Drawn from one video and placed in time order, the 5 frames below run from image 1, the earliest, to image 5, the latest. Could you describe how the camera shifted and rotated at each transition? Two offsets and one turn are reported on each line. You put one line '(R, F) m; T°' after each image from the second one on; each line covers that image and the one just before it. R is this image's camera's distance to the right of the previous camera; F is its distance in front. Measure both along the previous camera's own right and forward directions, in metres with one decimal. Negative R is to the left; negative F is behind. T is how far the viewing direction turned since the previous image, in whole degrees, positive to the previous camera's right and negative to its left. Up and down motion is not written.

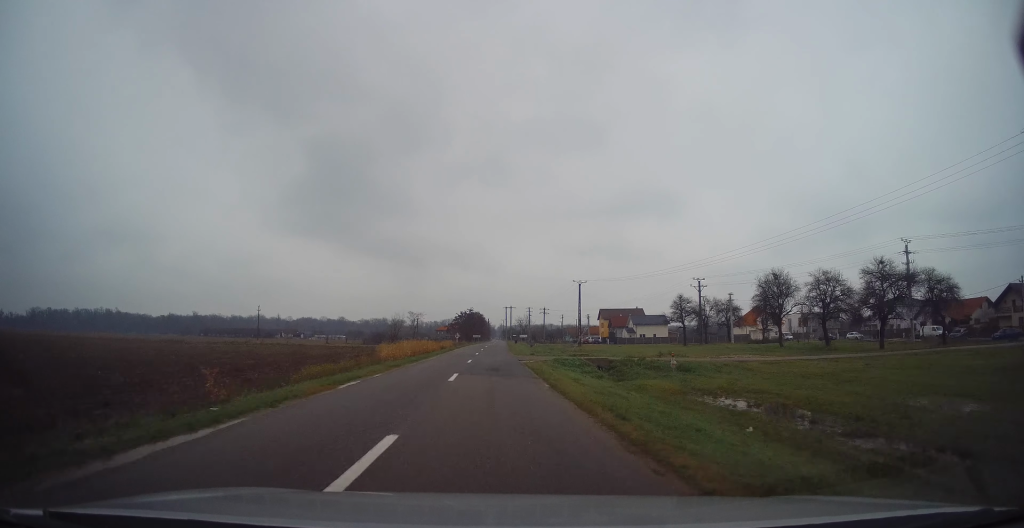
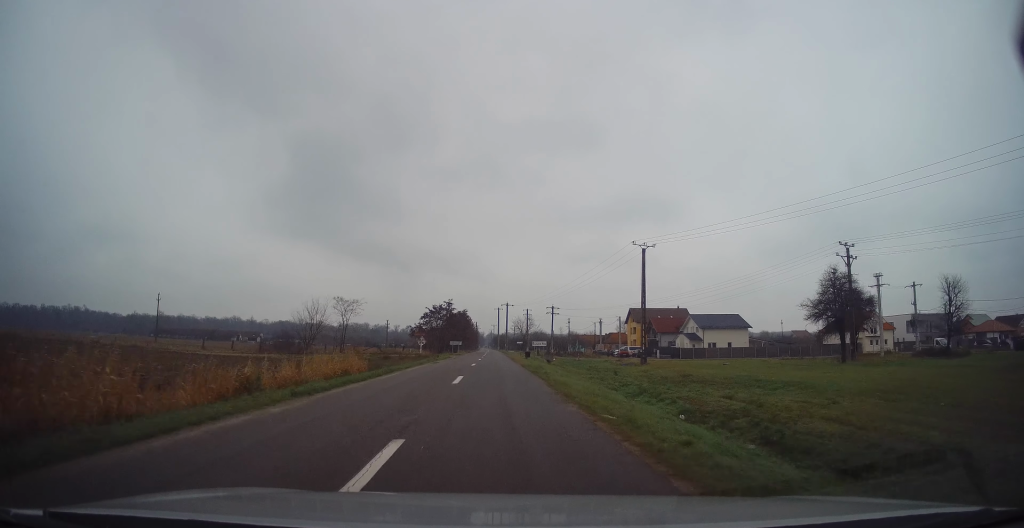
(0.0, +48.0) m; +2°
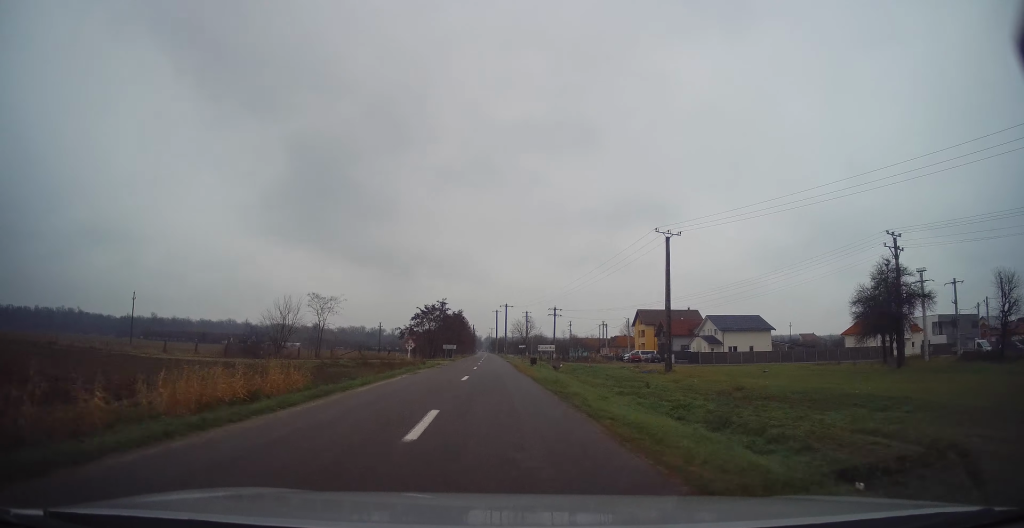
(+0.1, +8.5) m; -1°
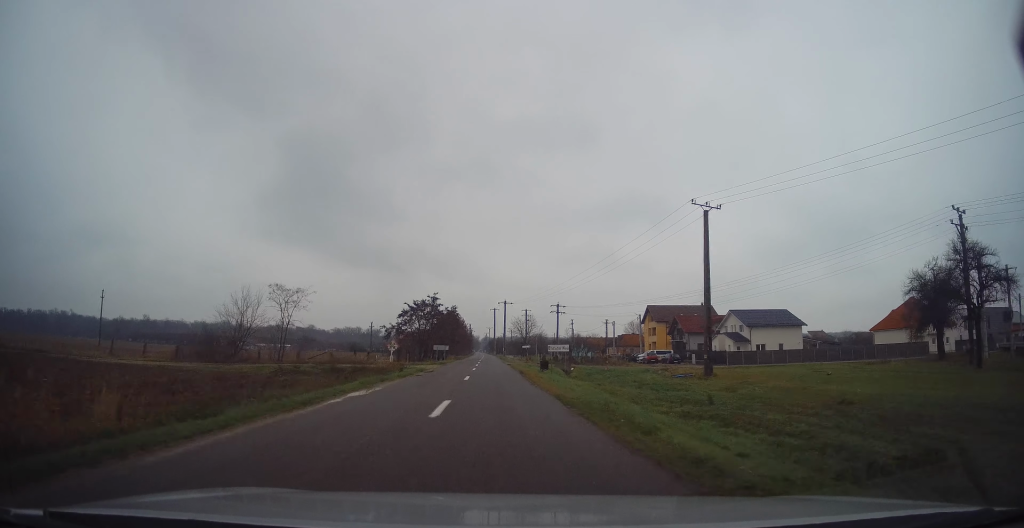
(-0.1, +9.8) m; -1°
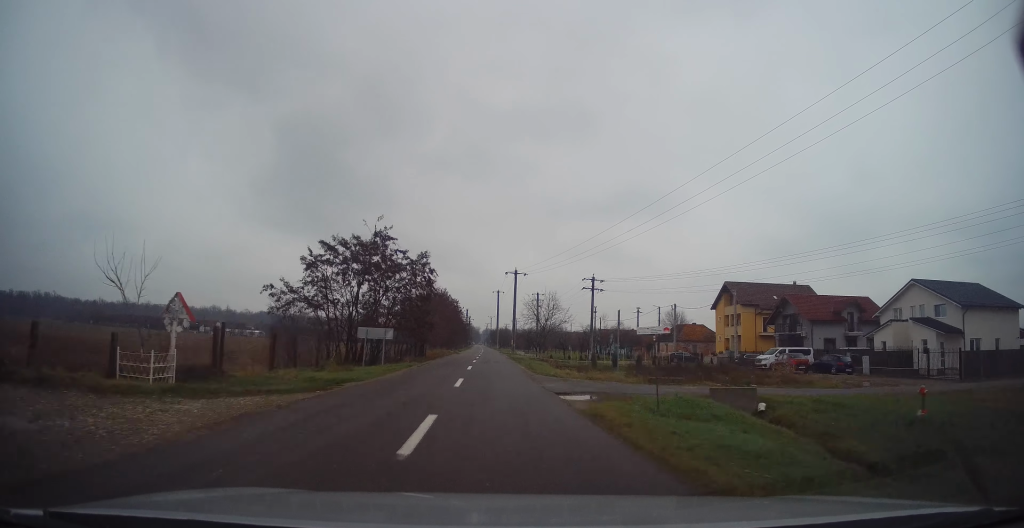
(+0.5, +36.6) m; +2°
